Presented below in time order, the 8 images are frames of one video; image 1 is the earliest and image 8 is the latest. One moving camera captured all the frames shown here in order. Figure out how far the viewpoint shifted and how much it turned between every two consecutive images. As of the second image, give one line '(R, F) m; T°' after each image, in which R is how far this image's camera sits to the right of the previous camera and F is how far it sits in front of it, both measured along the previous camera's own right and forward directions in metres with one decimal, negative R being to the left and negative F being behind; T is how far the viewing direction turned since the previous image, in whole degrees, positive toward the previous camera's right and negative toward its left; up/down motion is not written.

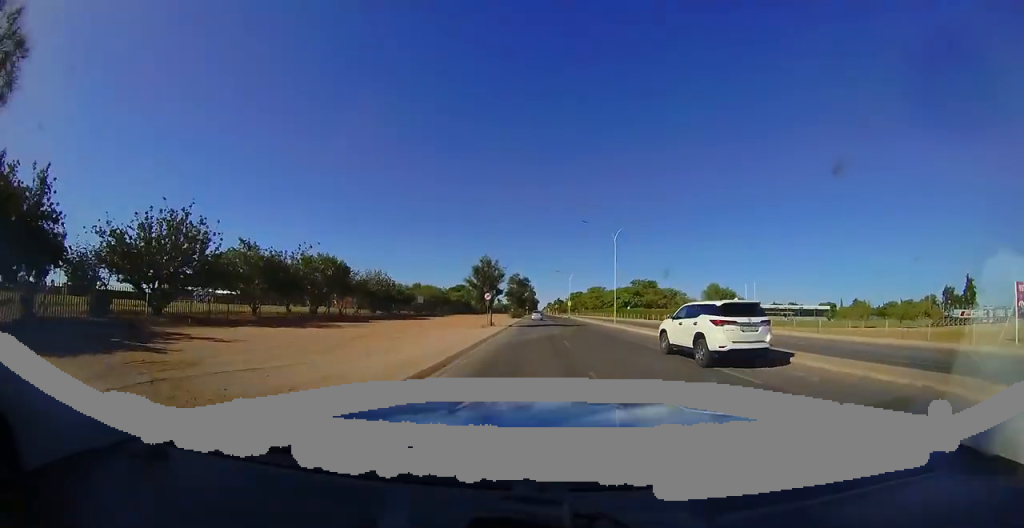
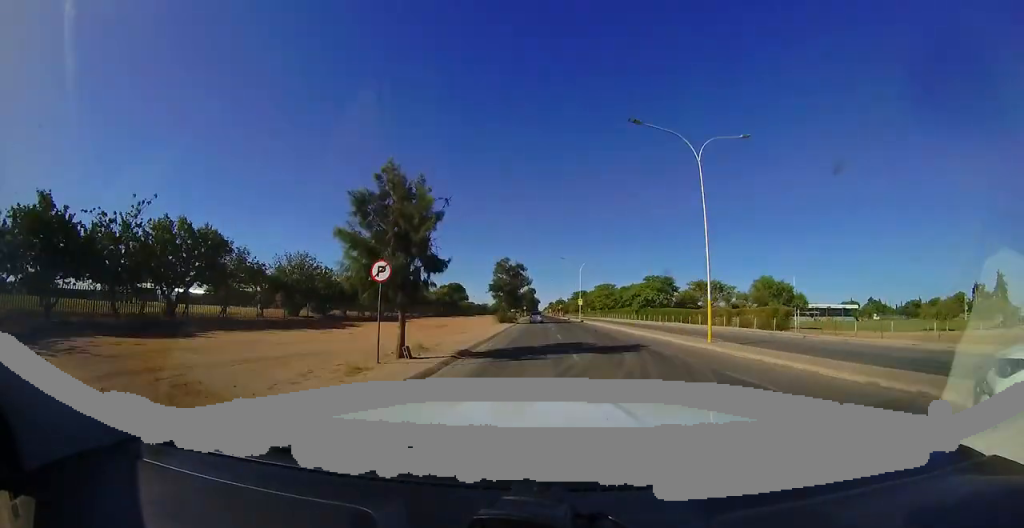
(+0.2, +19.0) m; +1°
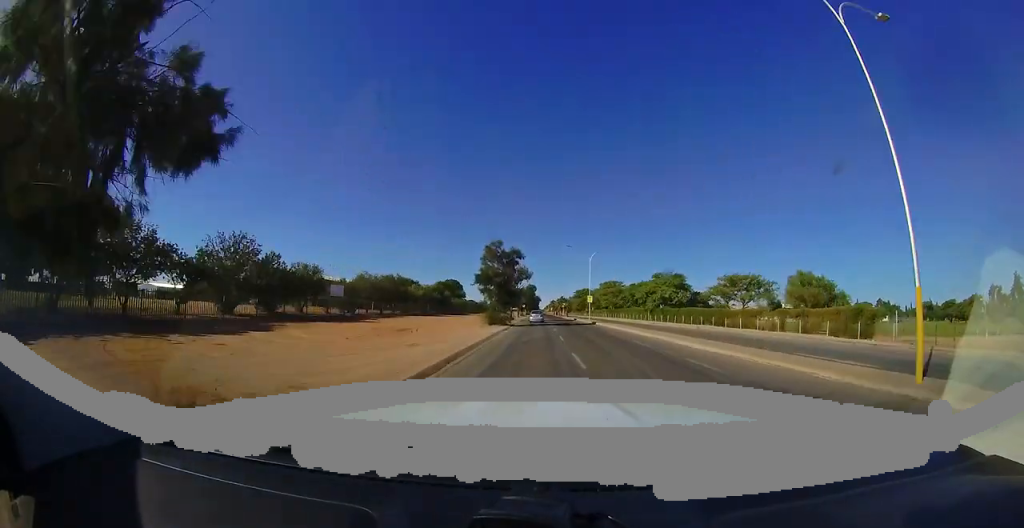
(+0.3, +9.5) m; 0°
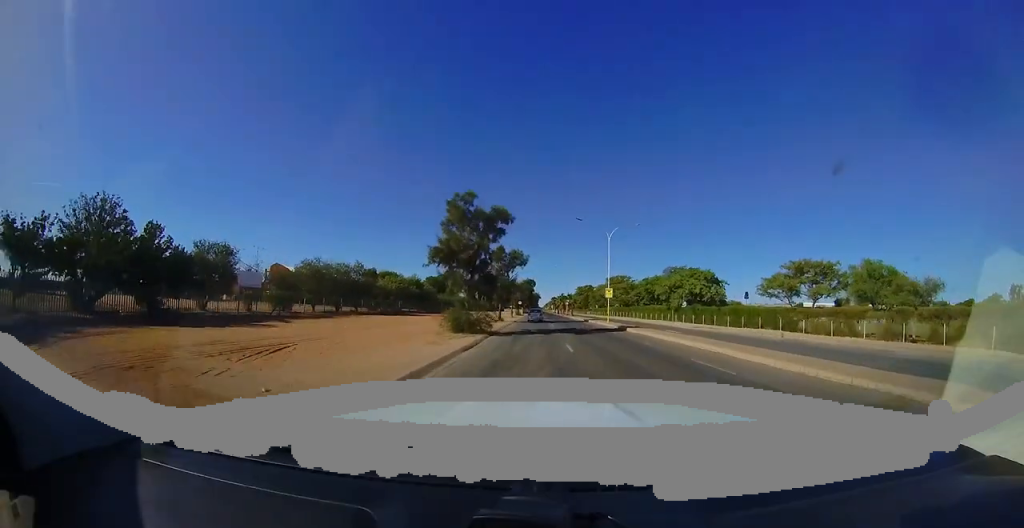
(-0.3, +12.8) m; 0°
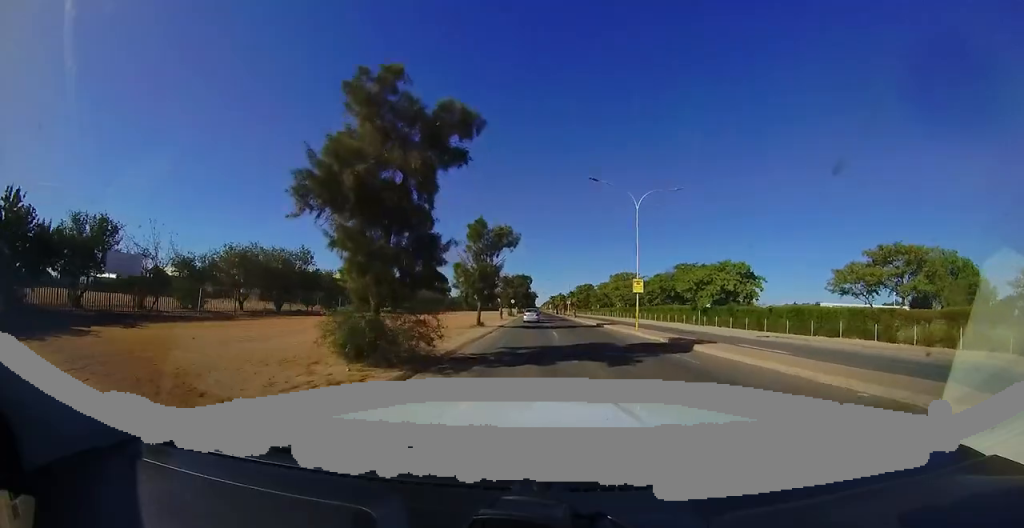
(-0.1, +10.5) m; +1°
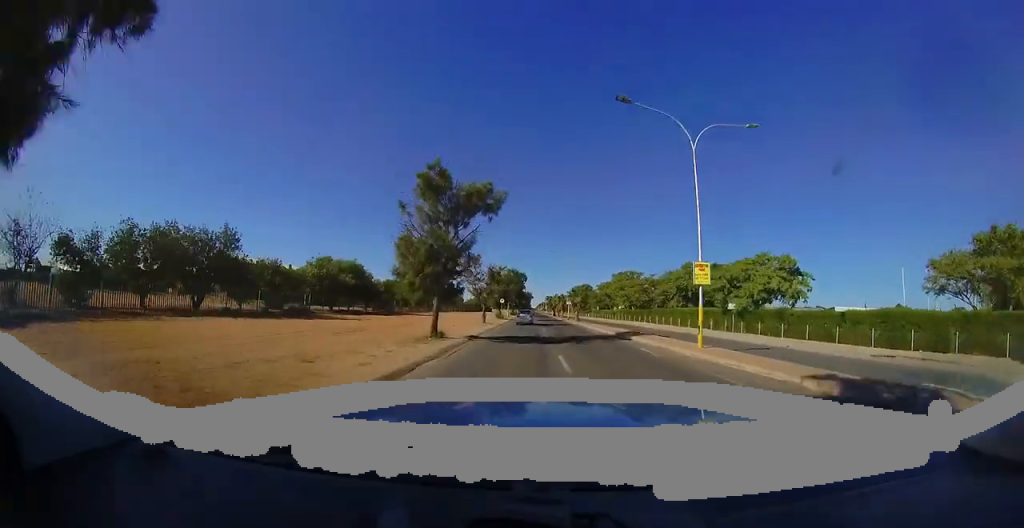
(+0.3, +9.4) m; +1°
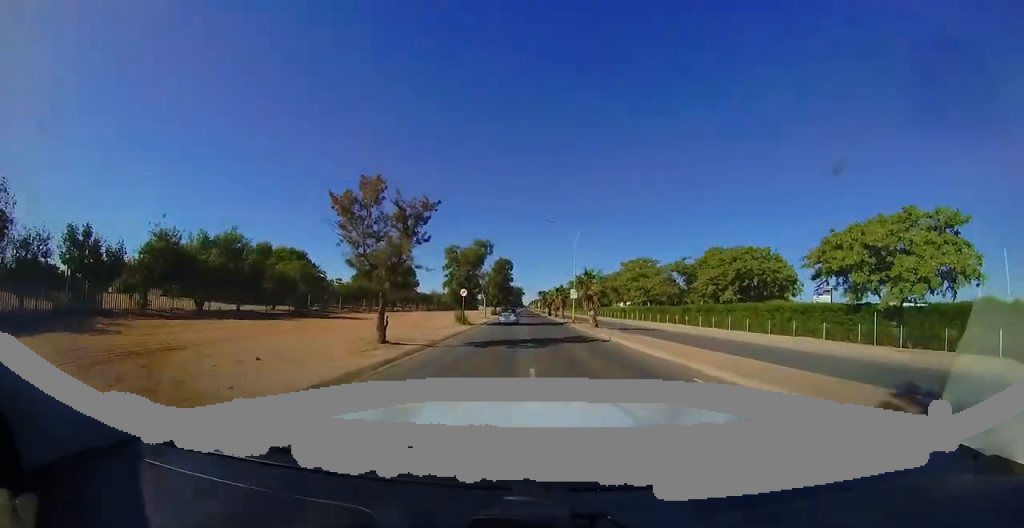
(+0.1, +18.4) m; +1°
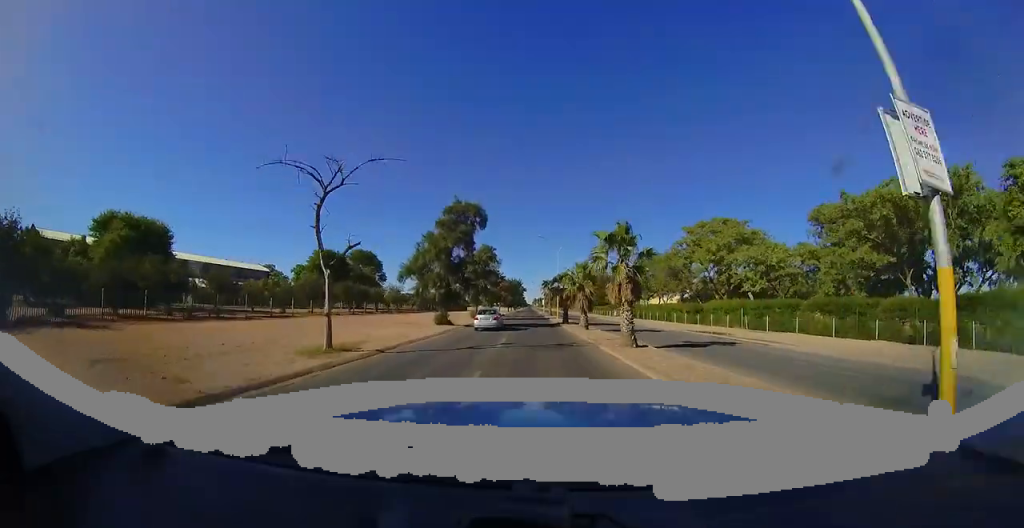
(+0.3, +33.0) m; -1°
